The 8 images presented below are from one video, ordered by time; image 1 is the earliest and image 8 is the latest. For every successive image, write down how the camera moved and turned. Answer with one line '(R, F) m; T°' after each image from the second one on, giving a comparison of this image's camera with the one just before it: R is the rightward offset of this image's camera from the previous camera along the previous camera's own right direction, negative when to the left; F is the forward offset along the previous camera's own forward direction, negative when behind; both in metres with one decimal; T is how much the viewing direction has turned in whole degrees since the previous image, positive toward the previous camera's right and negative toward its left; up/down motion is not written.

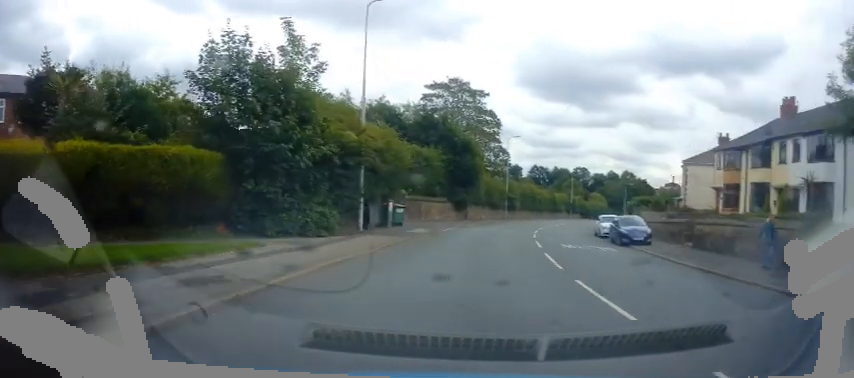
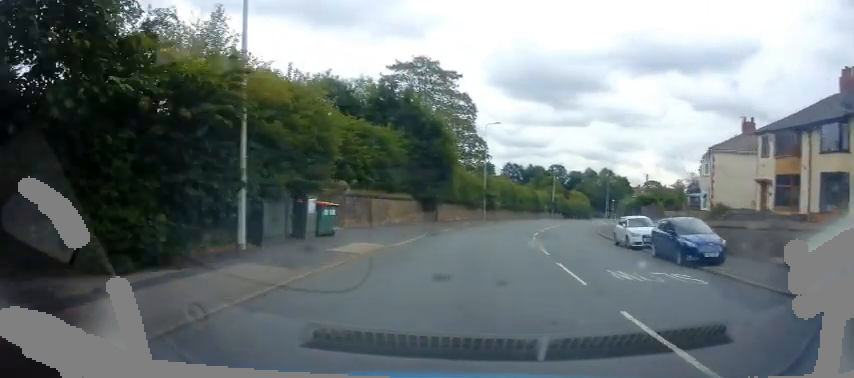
(0.0, +9.0) m; +2°
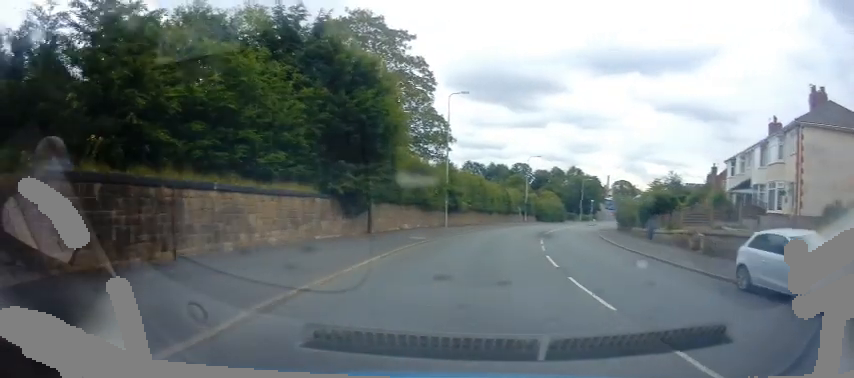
(+0.8, +13.7) m; +7°
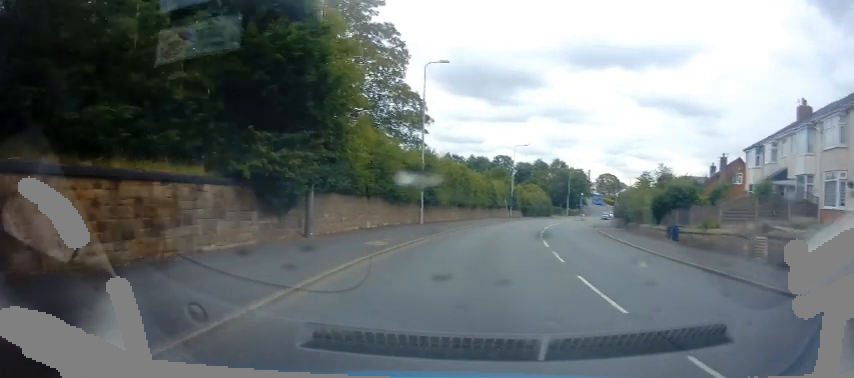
(+0.2, +6.6) m; +3°
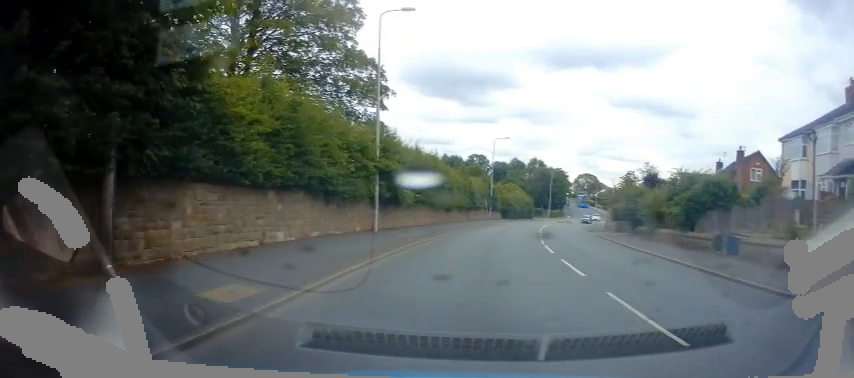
(+0.1, +8.0) m; +2°
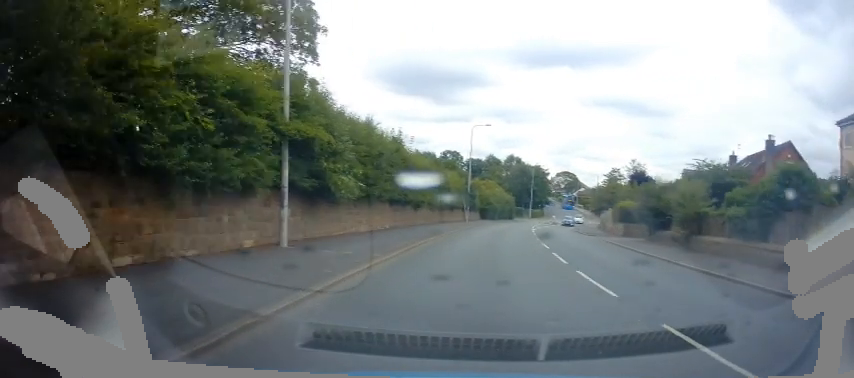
(+0.3, +8.9) m; +4°
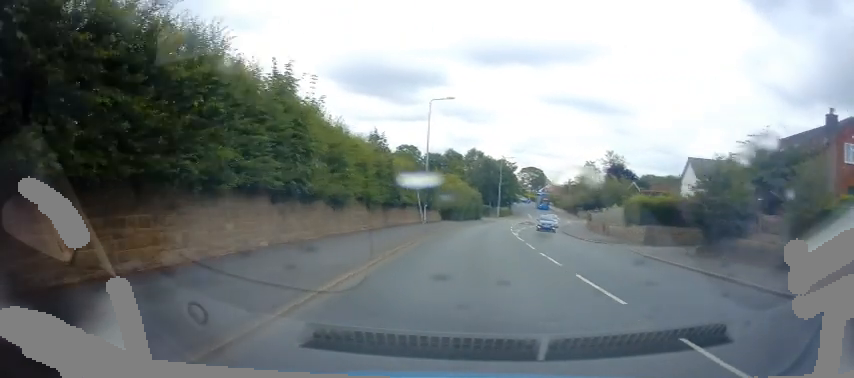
(+0.6, +11.6) m; +5°
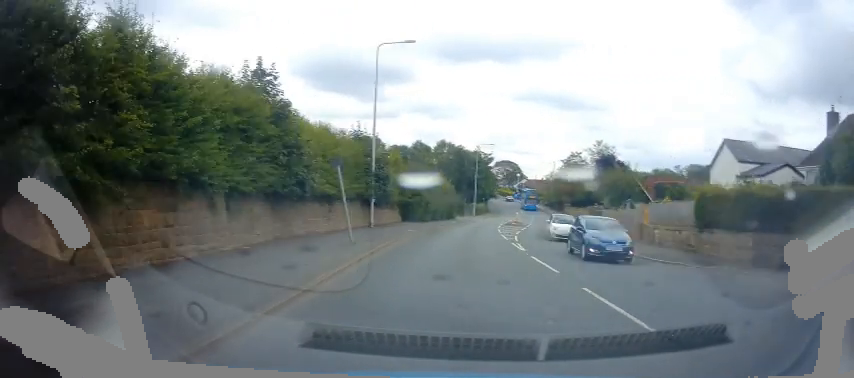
(+0.5, +13.3) m; +2°
